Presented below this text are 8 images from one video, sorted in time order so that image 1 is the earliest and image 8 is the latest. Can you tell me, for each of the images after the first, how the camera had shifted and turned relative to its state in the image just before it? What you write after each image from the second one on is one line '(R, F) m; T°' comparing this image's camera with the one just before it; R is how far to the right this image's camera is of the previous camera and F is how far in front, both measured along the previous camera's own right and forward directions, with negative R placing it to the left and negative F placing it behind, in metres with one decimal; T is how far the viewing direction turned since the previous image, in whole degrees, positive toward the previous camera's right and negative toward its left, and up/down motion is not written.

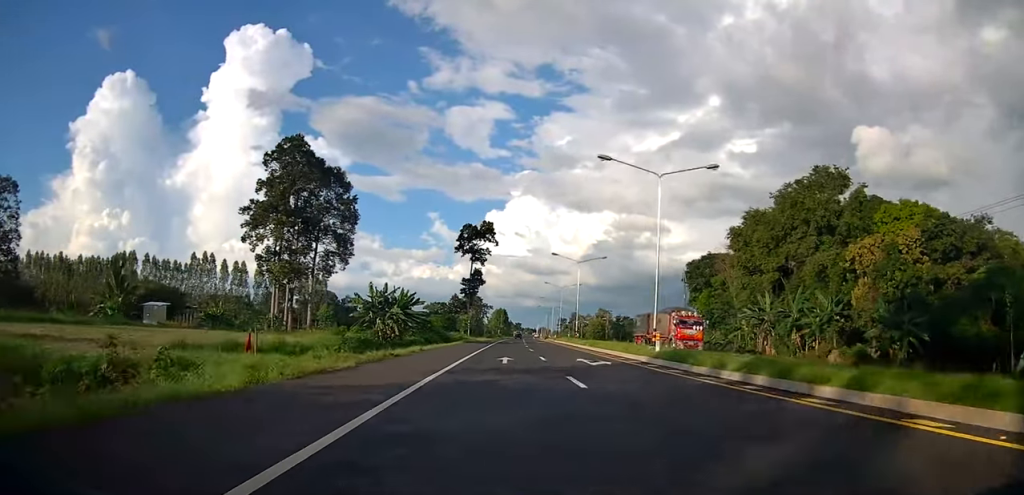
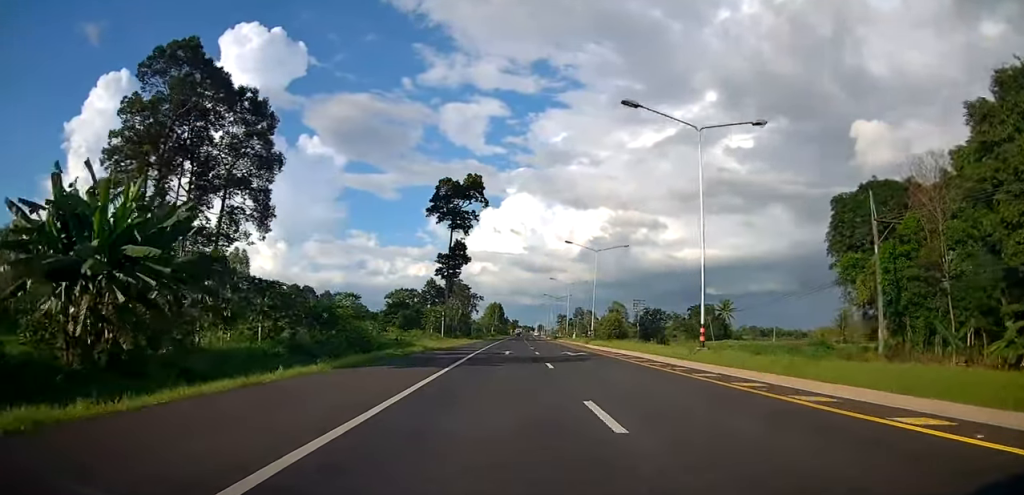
(+1.3, +42.2) m; 0°
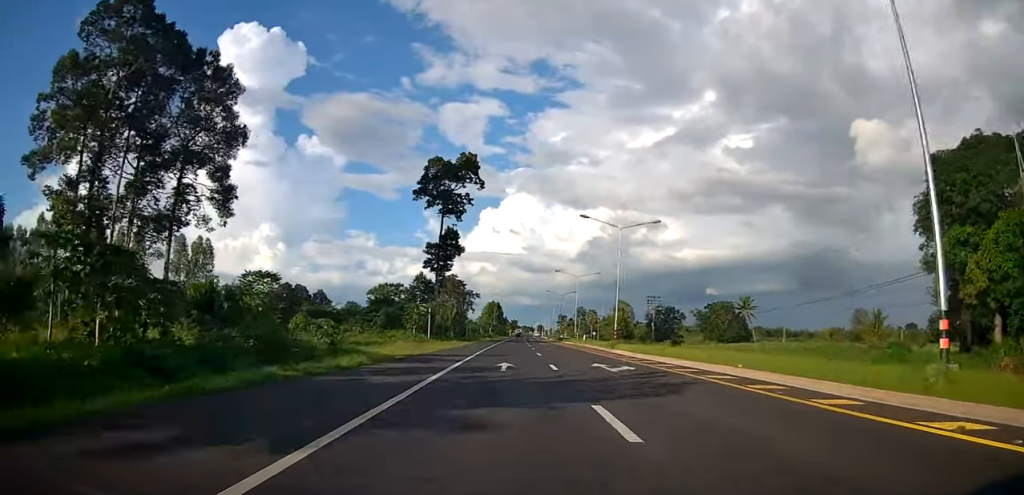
(-0.1, +12.6) m; 0°
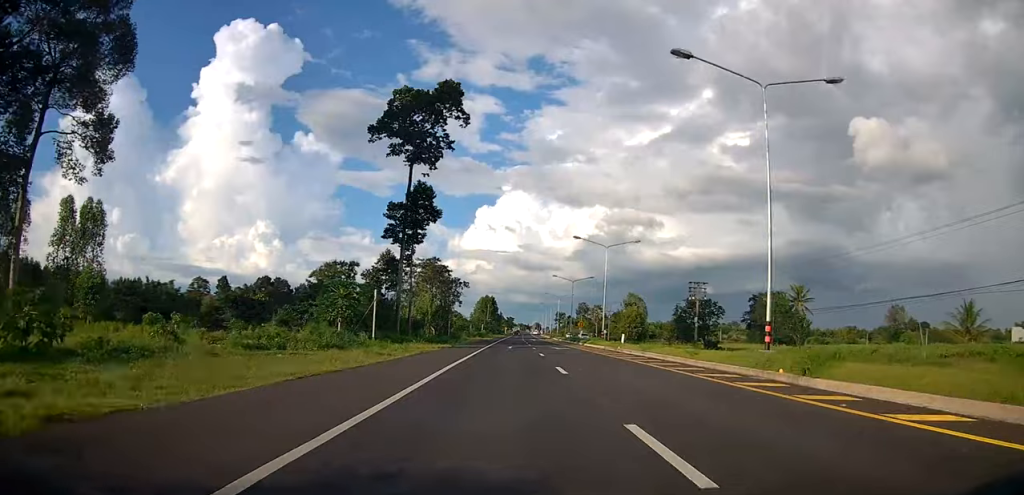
(-0.3, +26.0) m; +1°
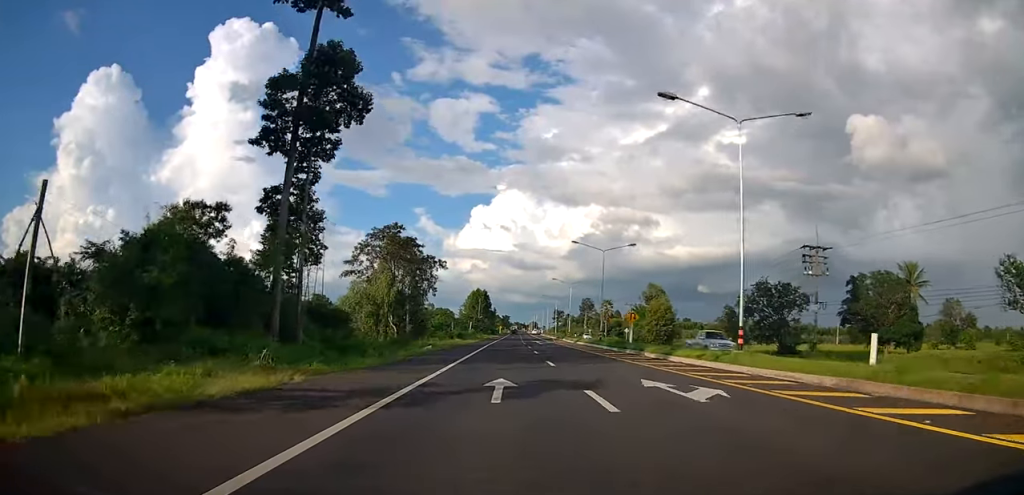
(+0.8, +32.0) m; +1°
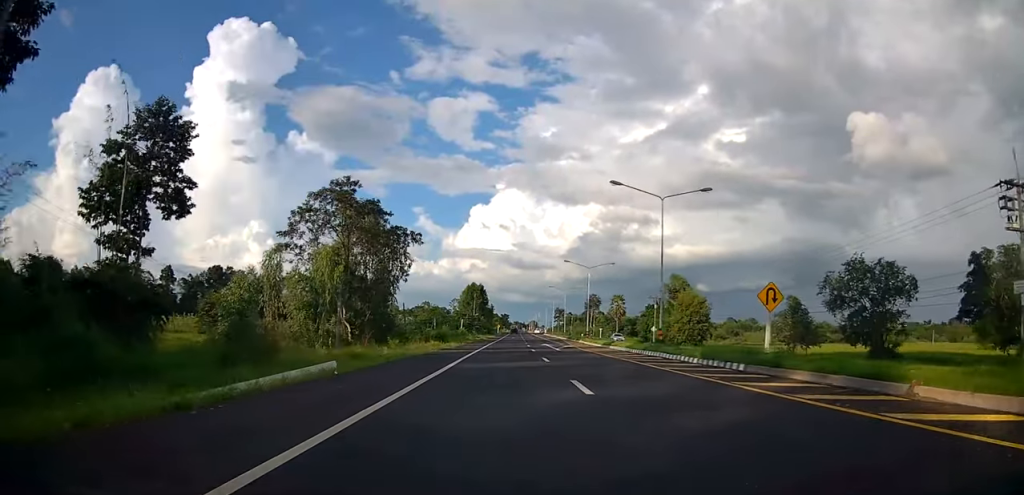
(0.0, +21.7) m; 0°
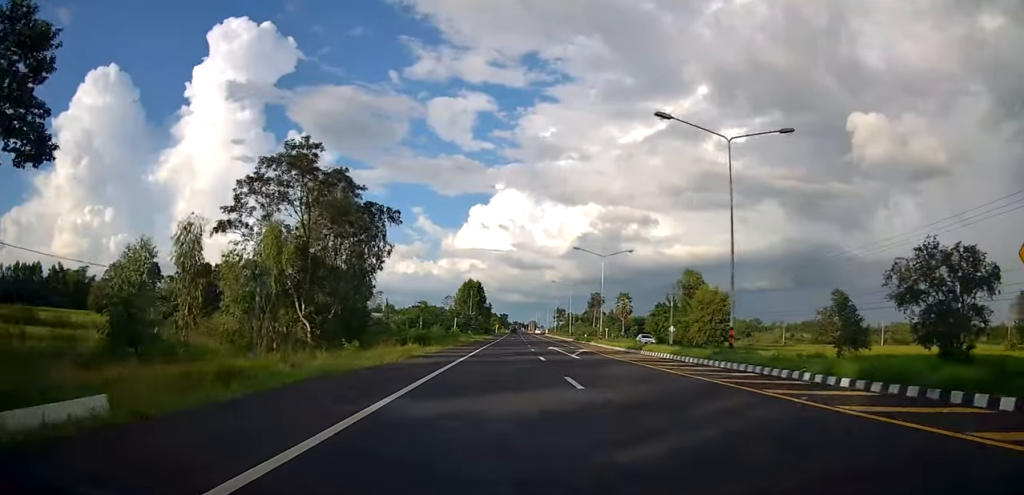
(0.0, +10.9) m; 0°
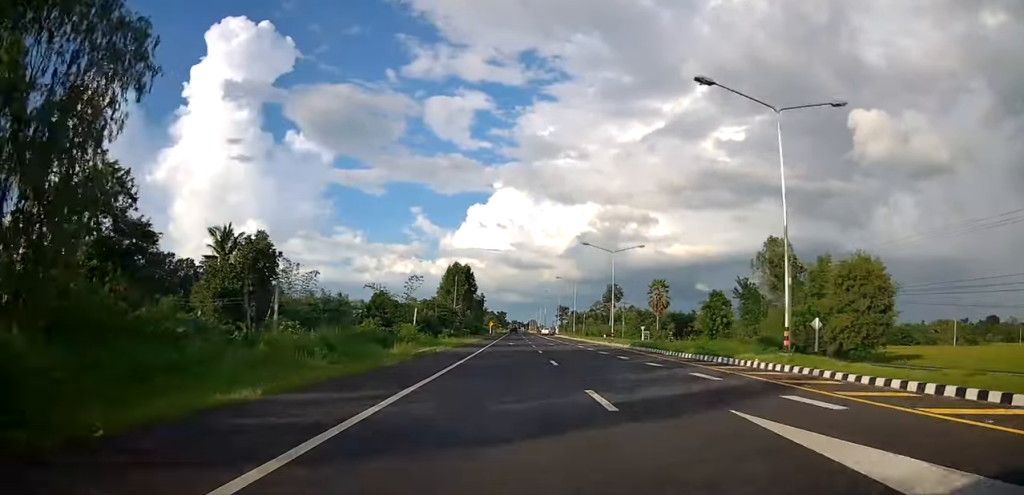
(0.0, +39.7) m; 0°
